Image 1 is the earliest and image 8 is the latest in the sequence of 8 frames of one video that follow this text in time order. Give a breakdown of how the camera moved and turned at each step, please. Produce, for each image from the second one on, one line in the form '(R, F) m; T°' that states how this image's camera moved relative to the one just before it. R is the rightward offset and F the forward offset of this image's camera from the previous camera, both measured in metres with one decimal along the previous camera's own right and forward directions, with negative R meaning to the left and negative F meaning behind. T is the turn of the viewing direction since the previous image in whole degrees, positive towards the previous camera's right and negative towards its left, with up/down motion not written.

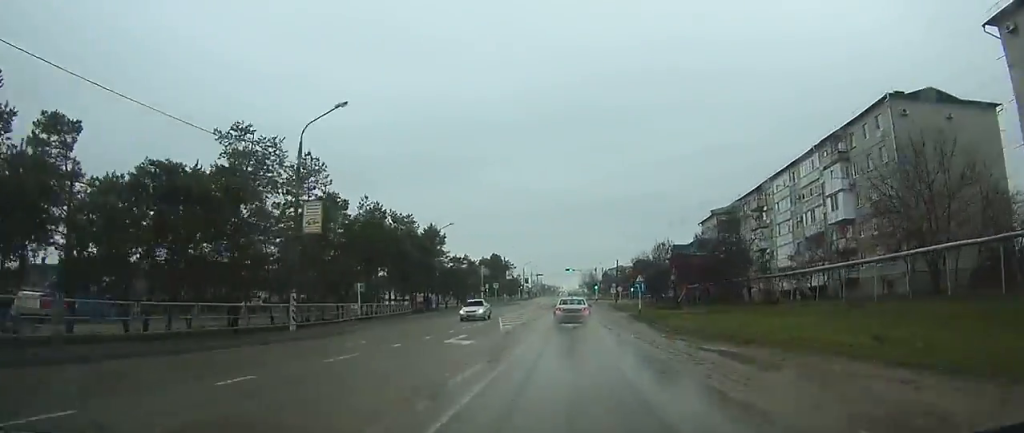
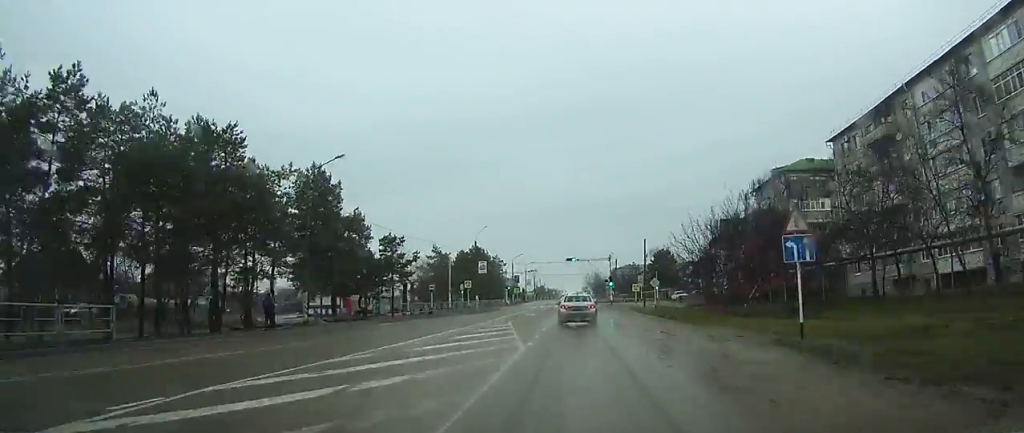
(+0.2, +34.5) m; +1°
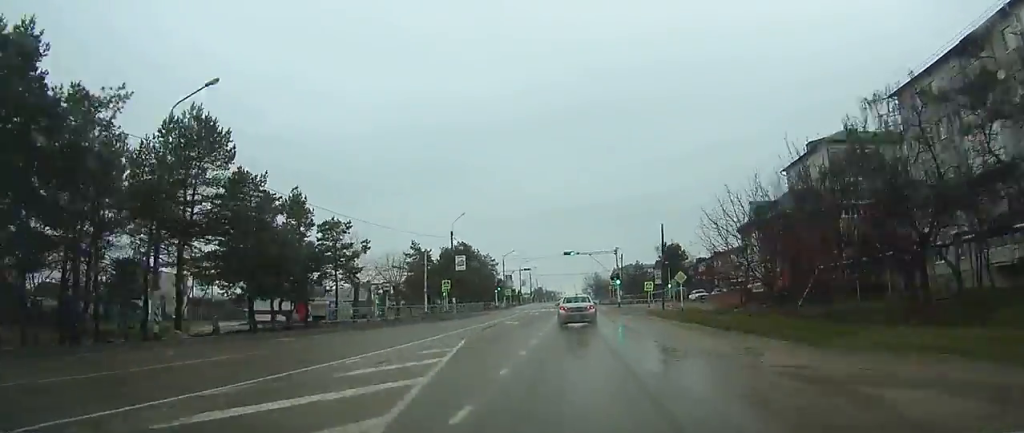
(0.0, +14.0) m; 0°
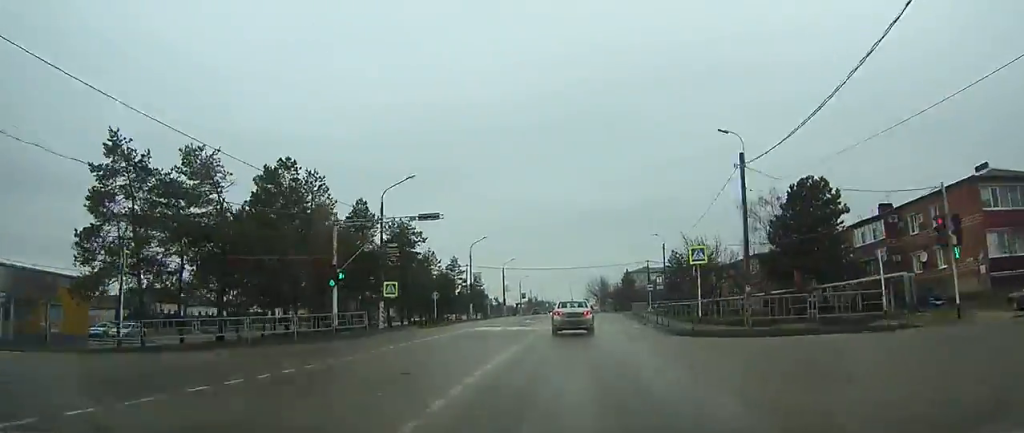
(+0.3, +66.7) m; 0°
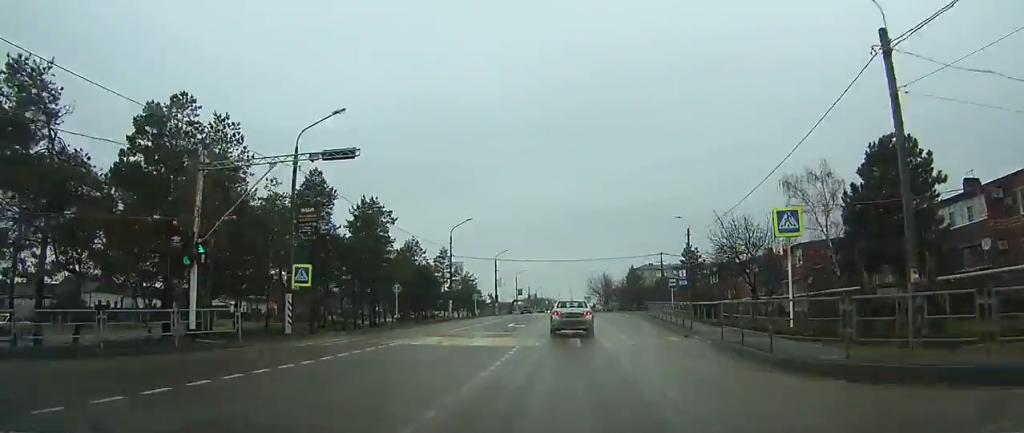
(0.0, +13.0) m; 0°
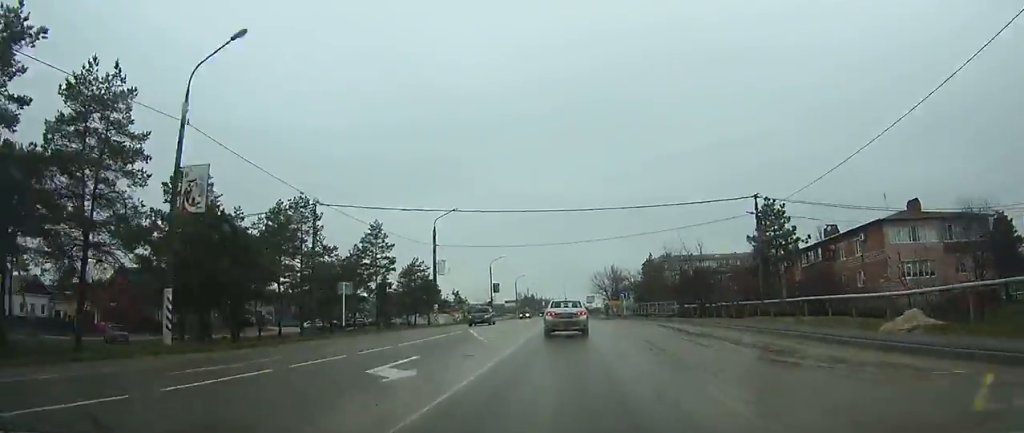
(-0.2, +43.5) m; 0°
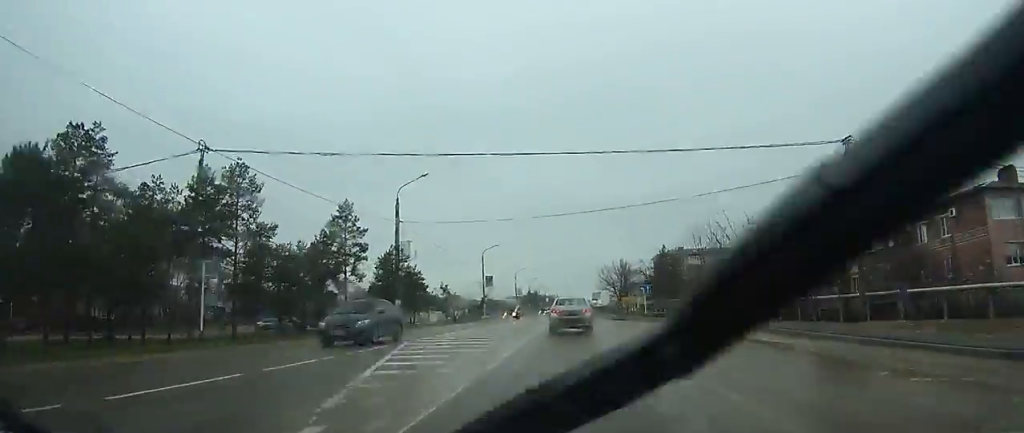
(-0.1, +13.3) m; 0°
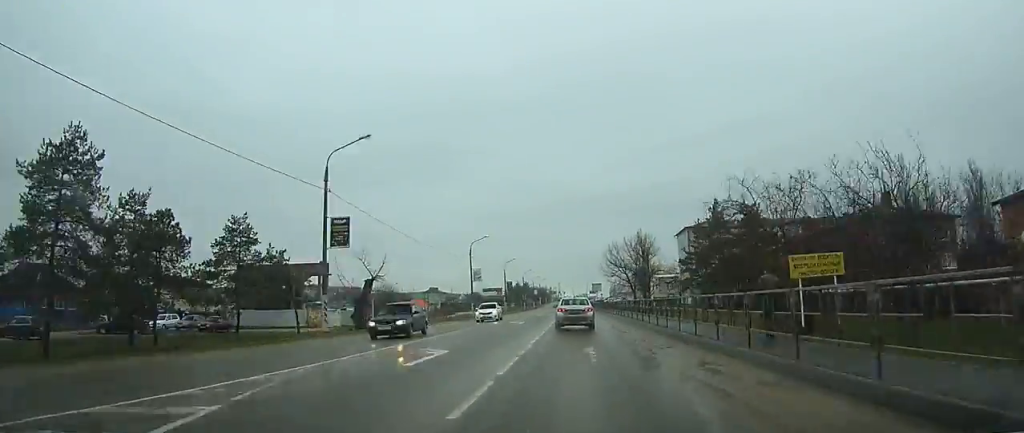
(0.0, +51.7) m; 0°
